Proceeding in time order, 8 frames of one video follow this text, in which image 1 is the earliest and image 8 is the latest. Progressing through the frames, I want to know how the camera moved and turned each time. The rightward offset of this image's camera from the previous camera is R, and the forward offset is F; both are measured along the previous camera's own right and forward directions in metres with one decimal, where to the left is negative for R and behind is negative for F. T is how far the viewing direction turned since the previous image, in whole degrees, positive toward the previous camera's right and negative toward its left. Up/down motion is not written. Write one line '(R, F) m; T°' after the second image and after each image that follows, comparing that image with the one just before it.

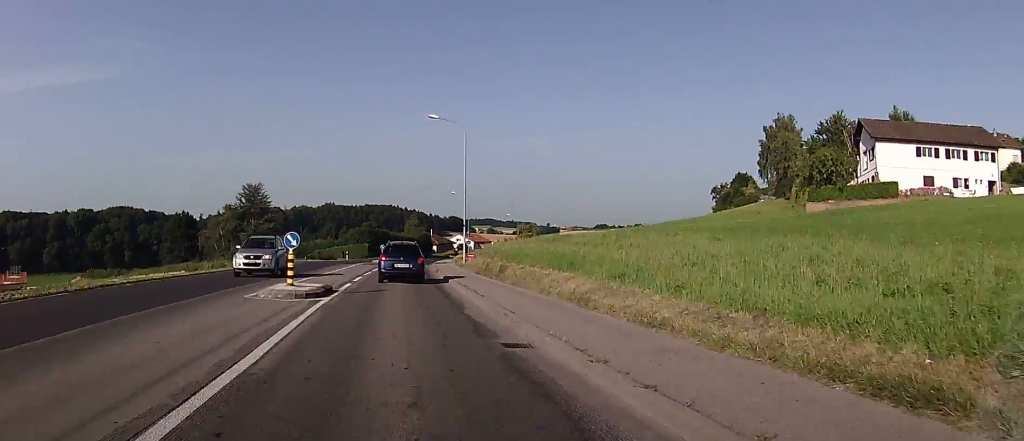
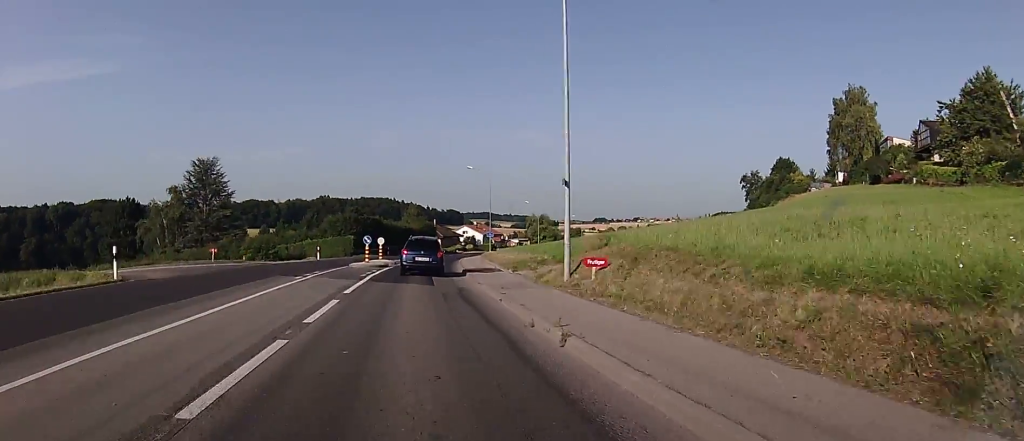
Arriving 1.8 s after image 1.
(-0.2, +26.6) m; +1°
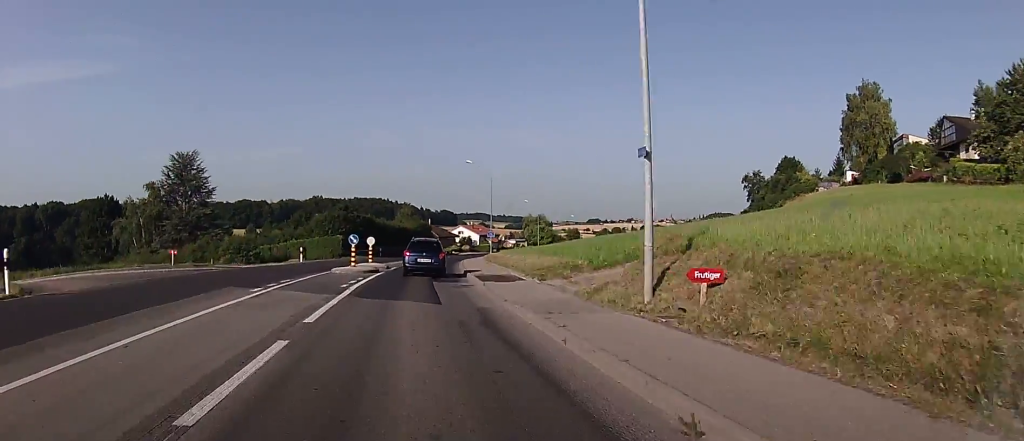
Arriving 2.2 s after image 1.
(+0.1, +5.9) m; +1°
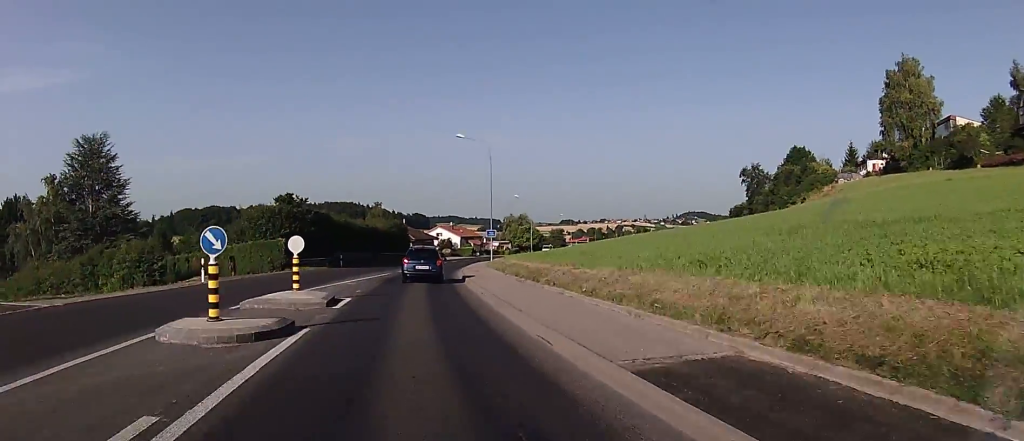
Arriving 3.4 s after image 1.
(+0.3, +18.6) m; +3°
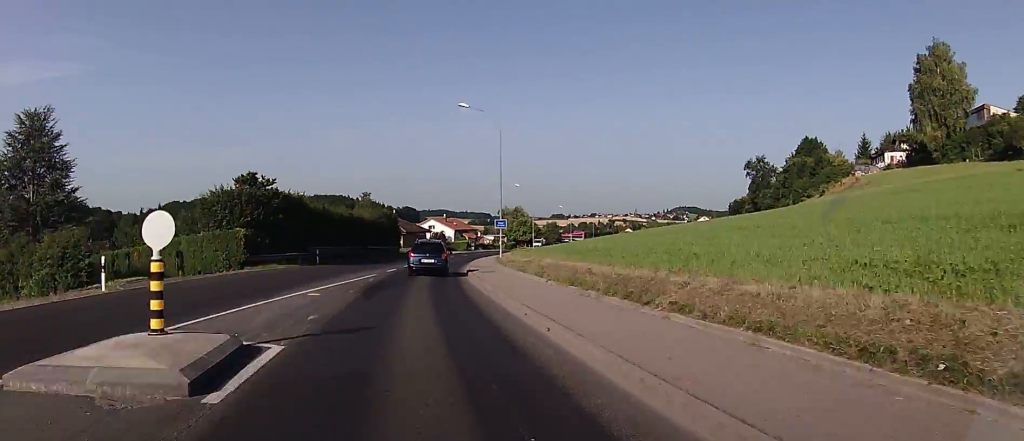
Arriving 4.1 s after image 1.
(+0.1, +9.3) m; +1°
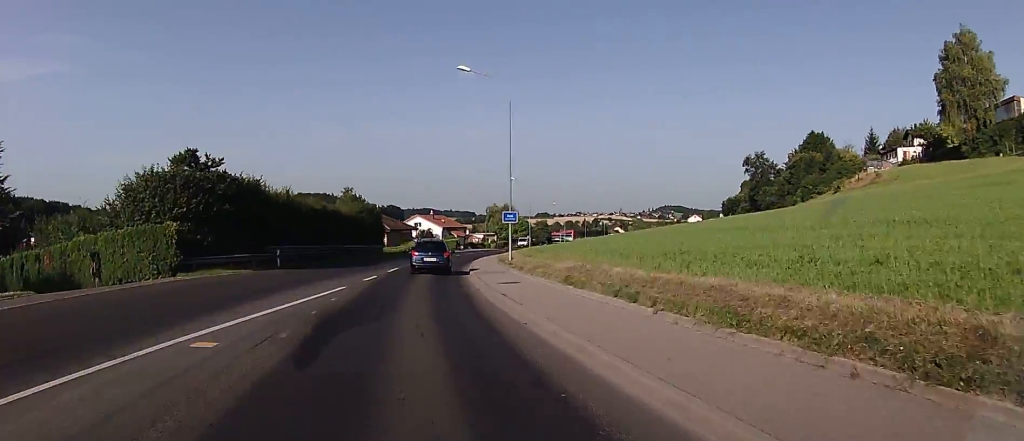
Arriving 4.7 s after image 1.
(+0.4, +8.9) m; +1°
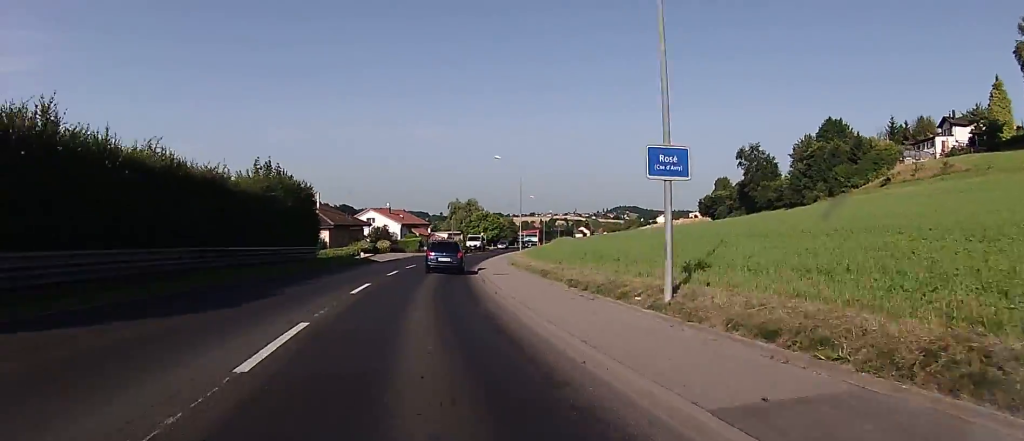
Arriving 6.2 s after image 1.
(+0.5, +23.2) m; +5°
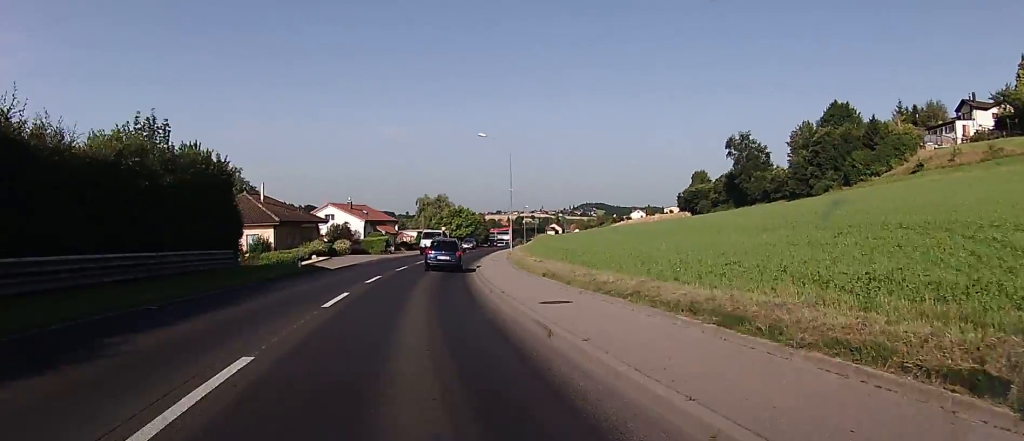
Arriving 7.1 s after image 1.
(+0.6, +12.8) m; +4°
